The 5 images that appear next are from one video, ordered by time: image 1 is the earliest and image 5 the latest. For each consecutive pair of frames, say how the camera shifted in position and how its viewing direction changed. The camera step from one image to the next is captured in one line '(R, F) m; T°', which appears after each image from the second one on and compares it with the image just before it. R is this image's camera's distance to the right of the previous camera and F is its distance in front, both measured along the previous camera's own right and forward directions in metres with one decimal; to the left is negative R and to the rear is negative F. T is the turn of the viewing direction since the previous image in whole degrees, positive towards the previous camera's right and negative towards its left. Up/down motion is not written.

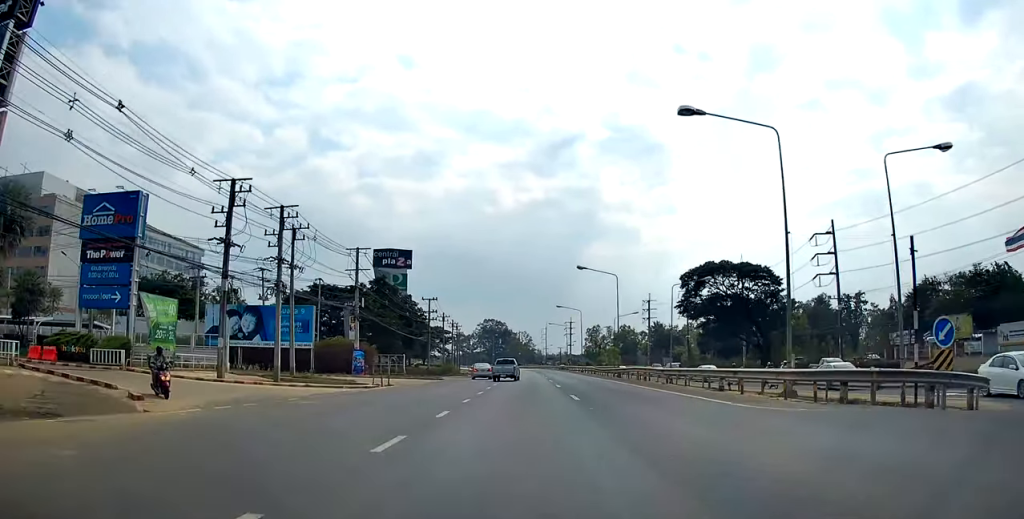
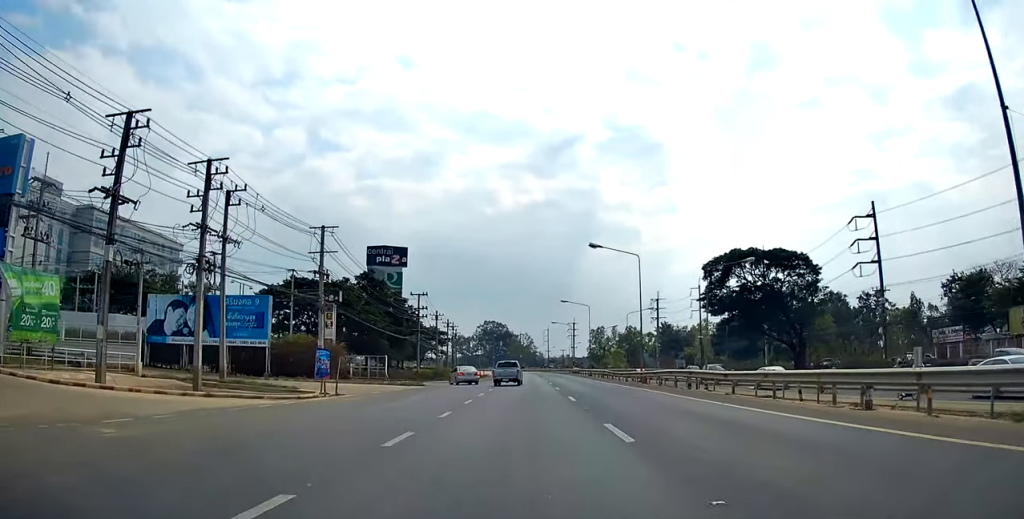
(+0.5, +11.1) m; 0°
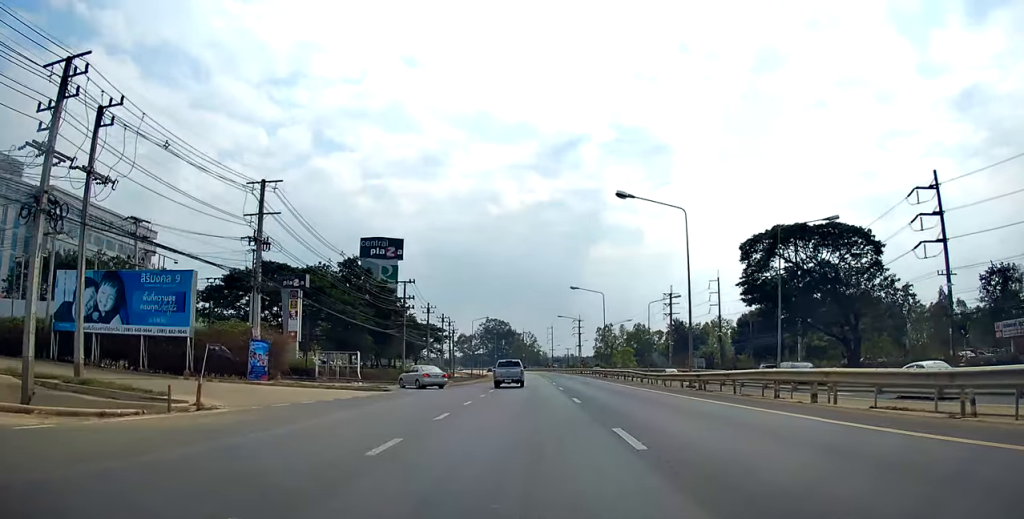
(-0.4, +13.3) m; -2°
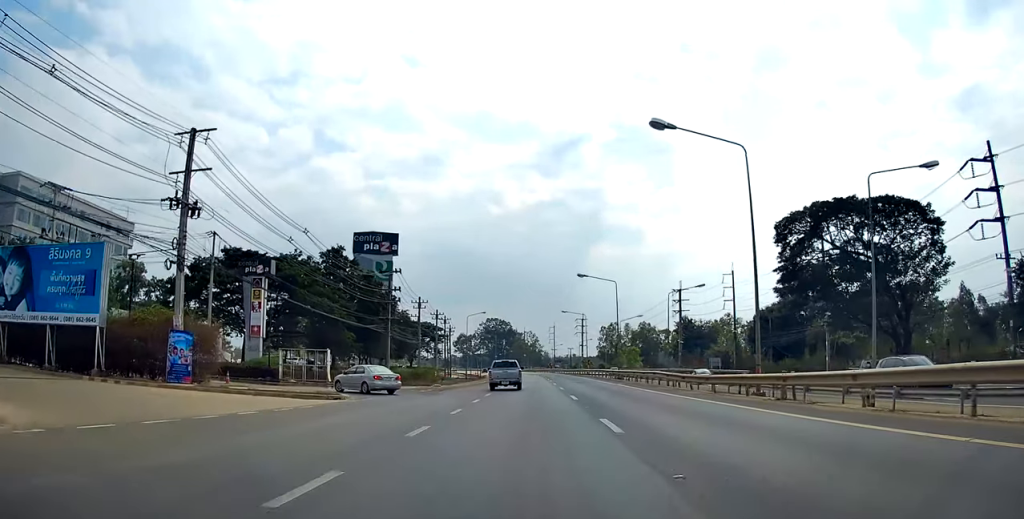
(-0.1, +9.5) m; -1°
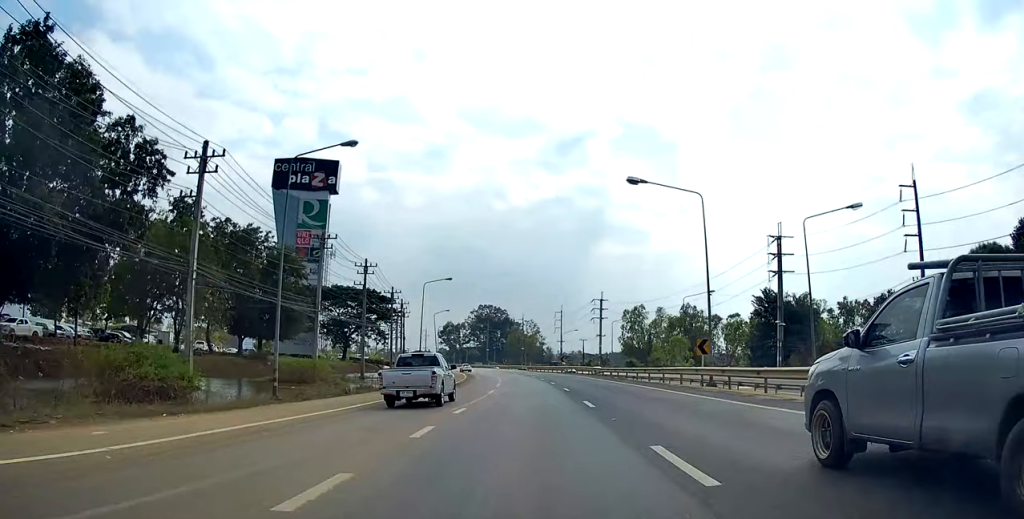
(+0.9, +65.6) m; +3°
